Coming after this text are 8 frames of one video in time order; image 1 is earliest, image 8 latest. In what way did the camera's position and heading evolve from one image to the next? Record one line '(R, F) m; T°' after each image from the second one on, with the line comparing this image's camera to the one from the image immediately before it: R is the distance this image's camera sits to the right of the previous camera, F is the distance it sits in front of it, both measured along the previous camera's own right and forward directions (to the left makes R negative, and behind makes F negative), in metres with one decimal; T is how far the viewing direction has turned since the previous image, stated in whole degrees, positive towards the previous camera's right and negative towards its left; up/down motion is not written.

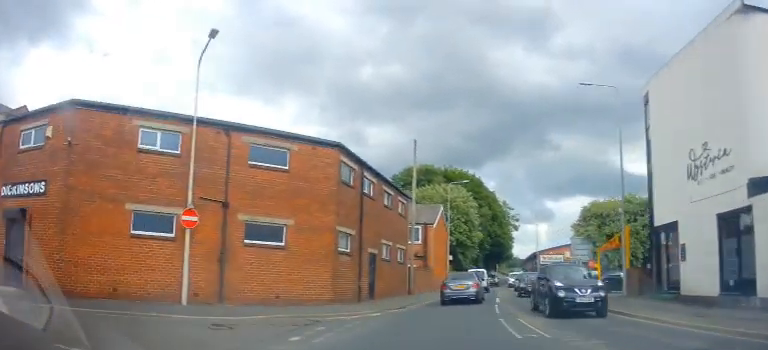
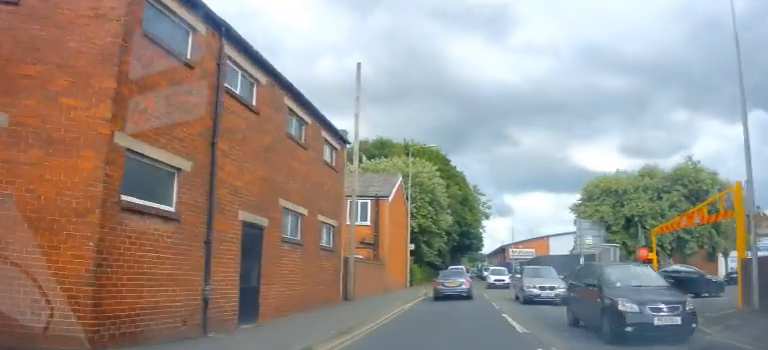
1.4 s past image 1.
(+0.4, +11.7) m; +7°
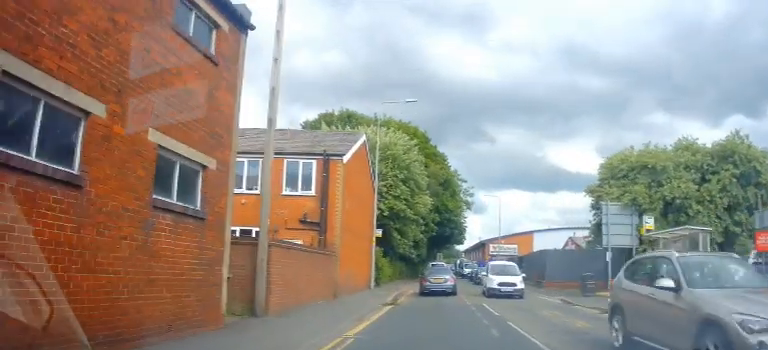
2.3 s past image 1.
(+0.5, +8.4) m; +4°
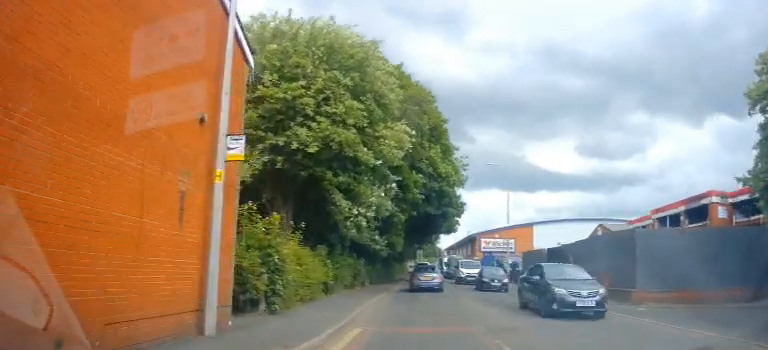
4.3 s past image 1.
(0.0, +17.4) m; +1°
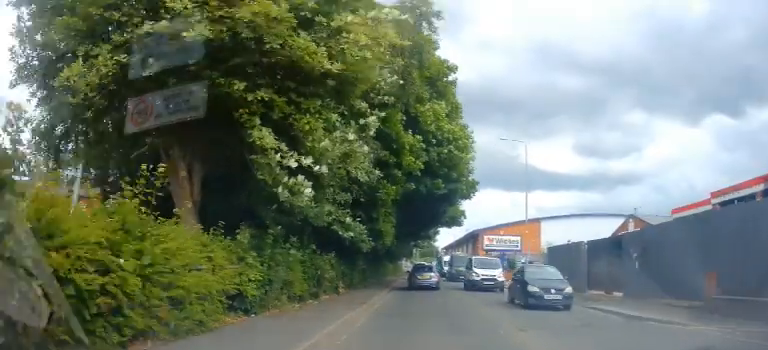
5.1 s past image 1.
(+0.3, +8.0) m; +2°
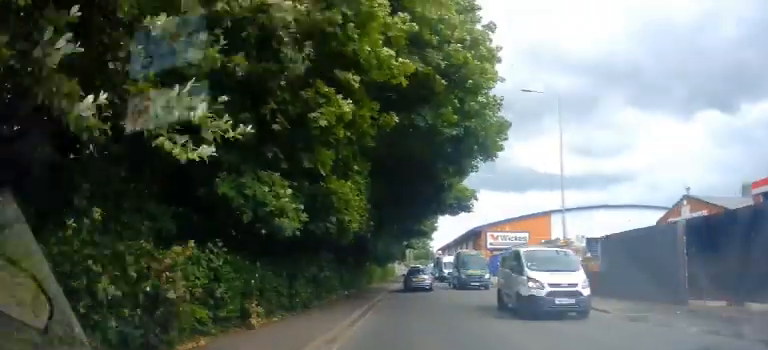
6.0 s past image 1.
(0.0, +9.5) m; 0°
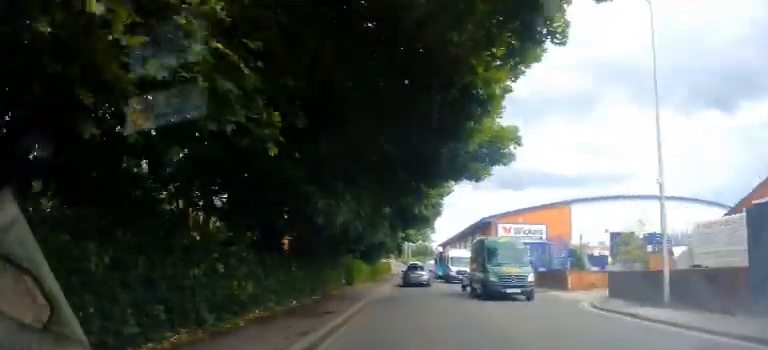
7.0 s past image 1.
(0.0, +9.4) m; 0°
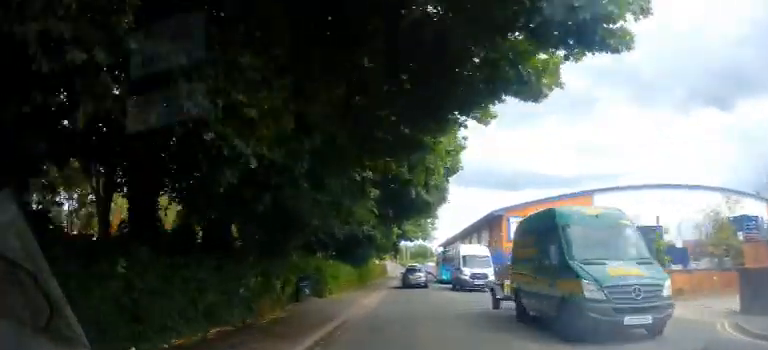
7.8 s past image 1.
(0.0, +8.5) m; 0°
